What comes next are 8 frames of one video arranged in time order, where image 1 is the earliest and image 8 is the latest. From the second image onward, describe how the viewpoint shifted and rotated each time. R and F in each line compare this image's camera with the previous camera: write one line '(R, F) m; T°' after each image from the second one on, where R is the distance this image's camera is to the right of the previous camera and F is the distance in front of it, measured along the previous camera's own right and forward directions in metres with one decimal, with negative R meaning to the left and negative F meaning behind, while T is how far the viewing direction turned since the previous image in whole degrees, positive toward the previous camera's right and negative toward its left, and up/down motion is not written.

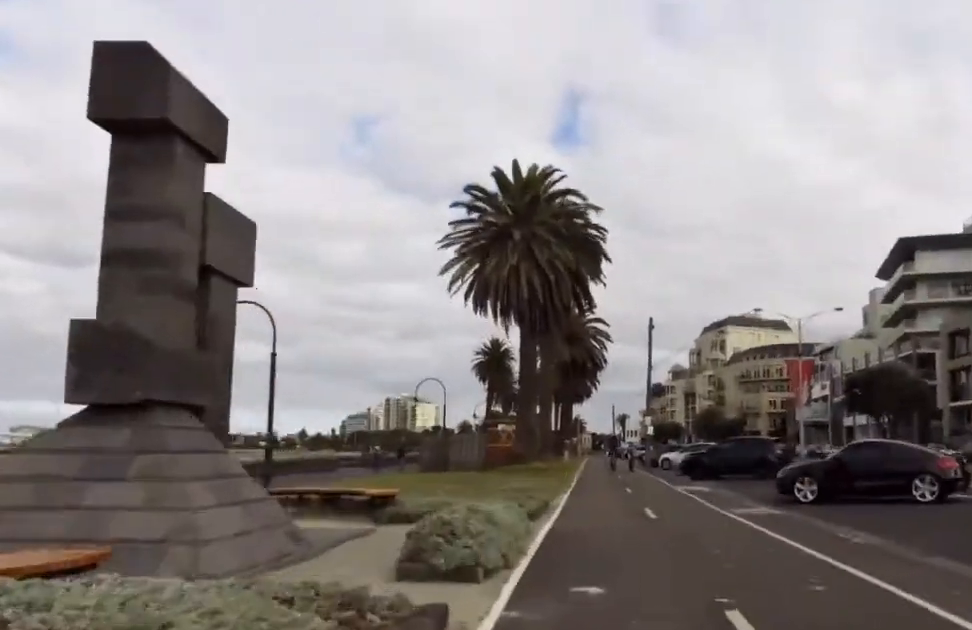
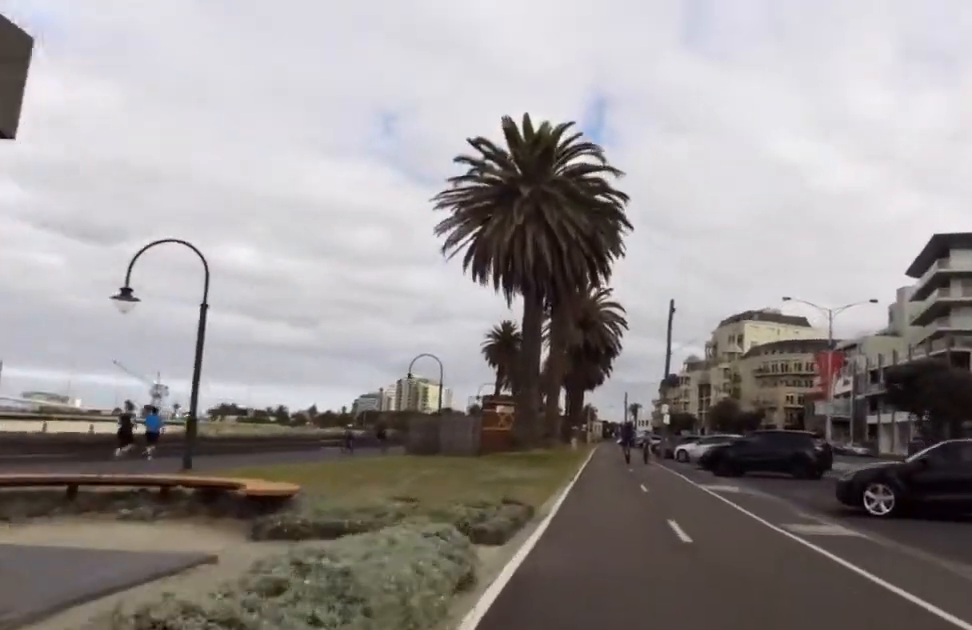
(+0.3, +4.1) m; +1°
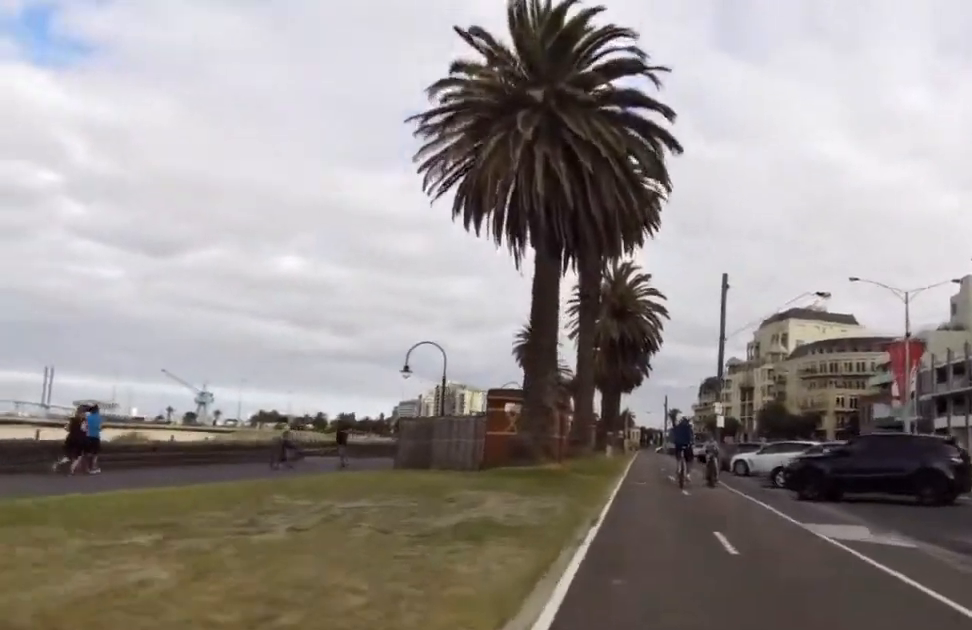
(+0.3, +7.2) m; -6°
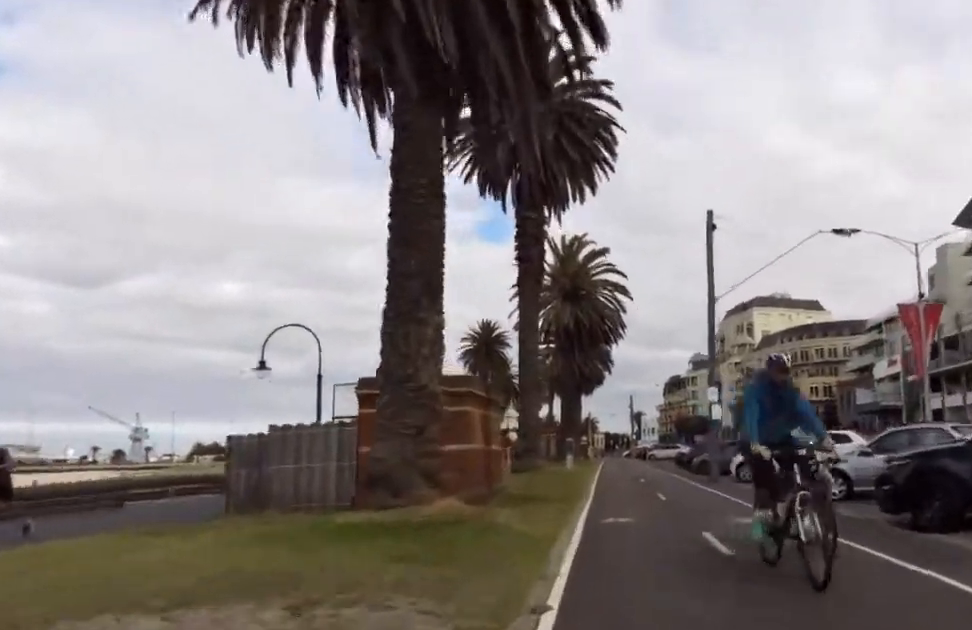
(-1.1, +8.6) m; 0°
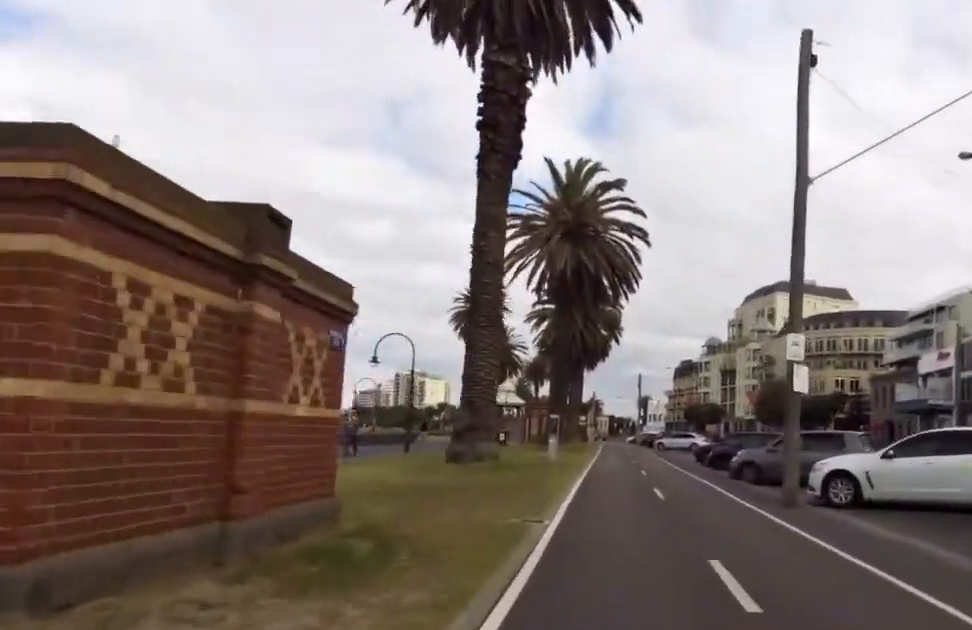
(+0.2, +10.4) m; -3°
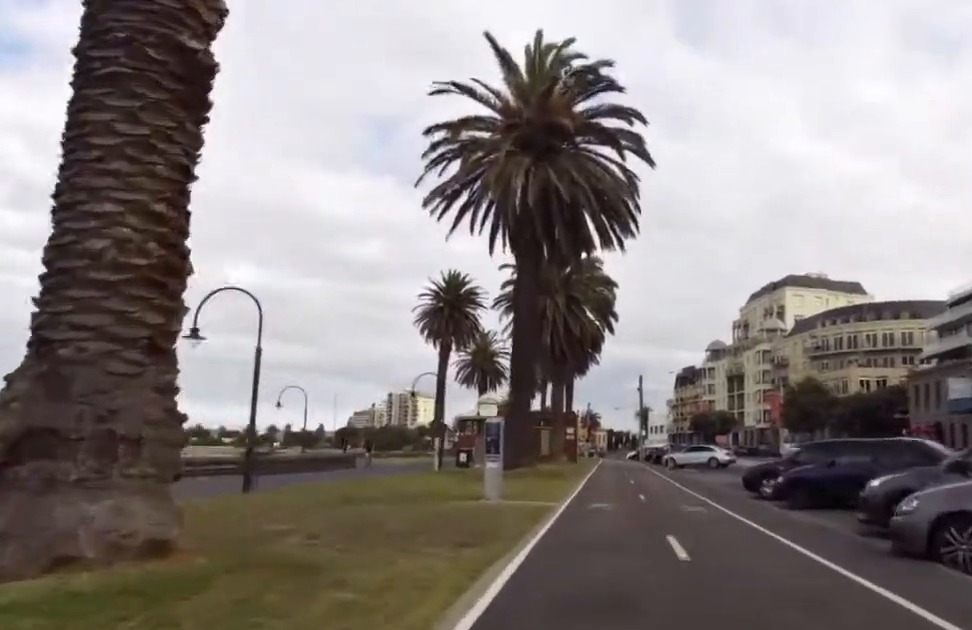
(+0.3, +12.8) m; +3°
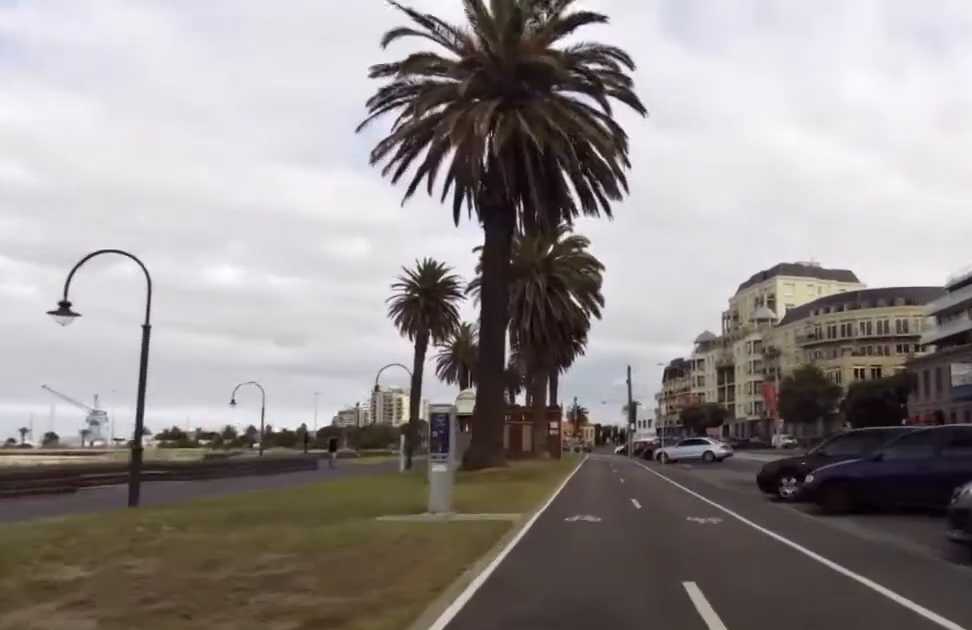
(-0.2, +3.5) m; 0°
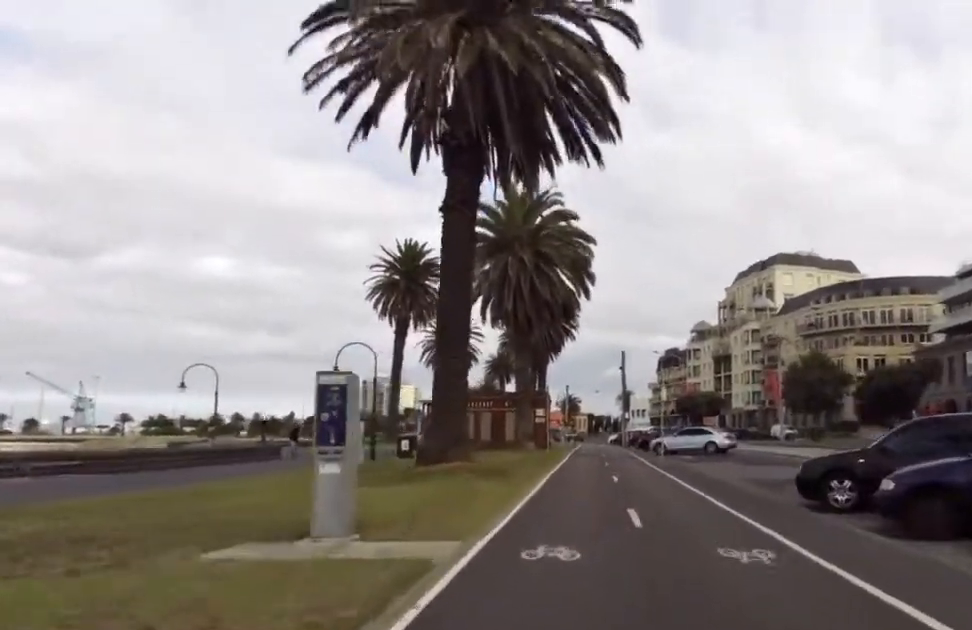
(-0.1, +4.0) m; -1°
